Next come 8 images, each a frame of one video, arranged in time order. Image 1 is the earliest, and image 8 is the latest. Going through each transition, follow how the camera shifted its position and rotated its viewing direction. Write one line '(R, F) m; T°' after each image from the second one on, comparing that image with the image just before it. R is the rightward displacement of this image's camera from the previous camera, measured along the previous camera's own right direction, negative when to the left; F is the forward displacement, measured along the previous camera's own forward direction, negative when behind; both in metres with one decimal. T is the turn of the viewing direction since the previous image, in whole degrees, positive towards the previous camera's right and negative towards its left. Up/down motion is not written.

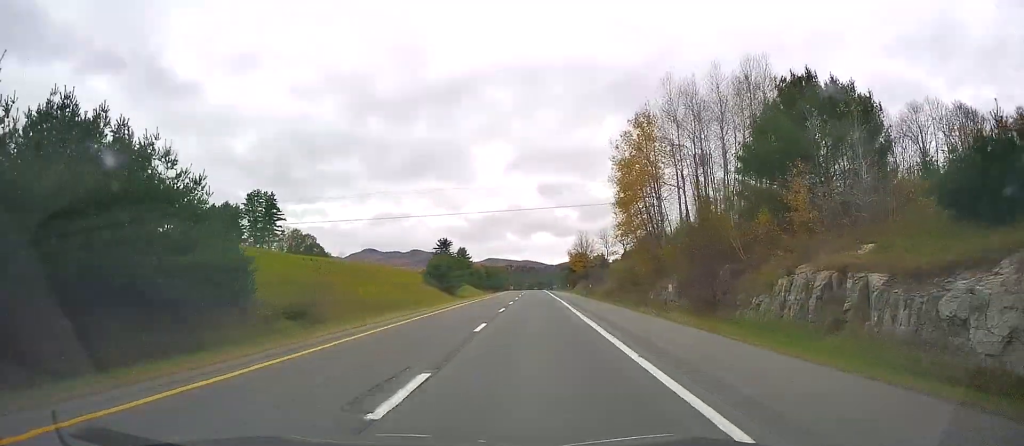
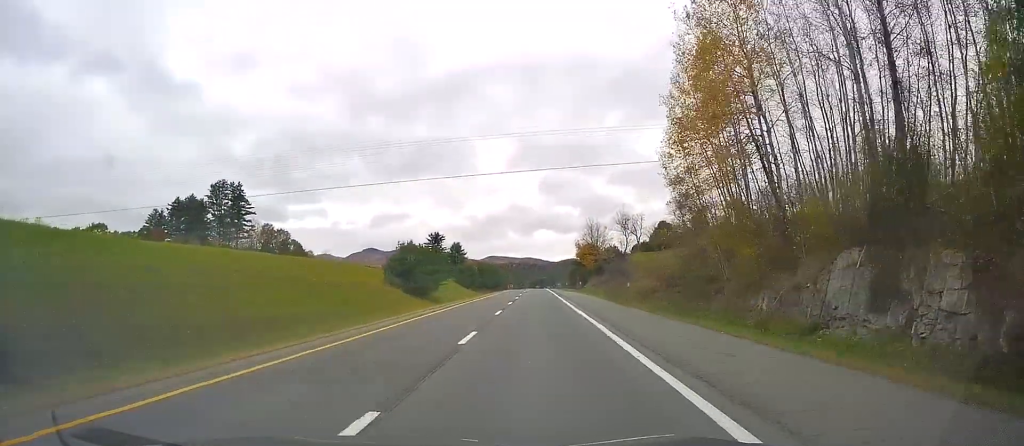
(-0.1, +26.7) m; -1°
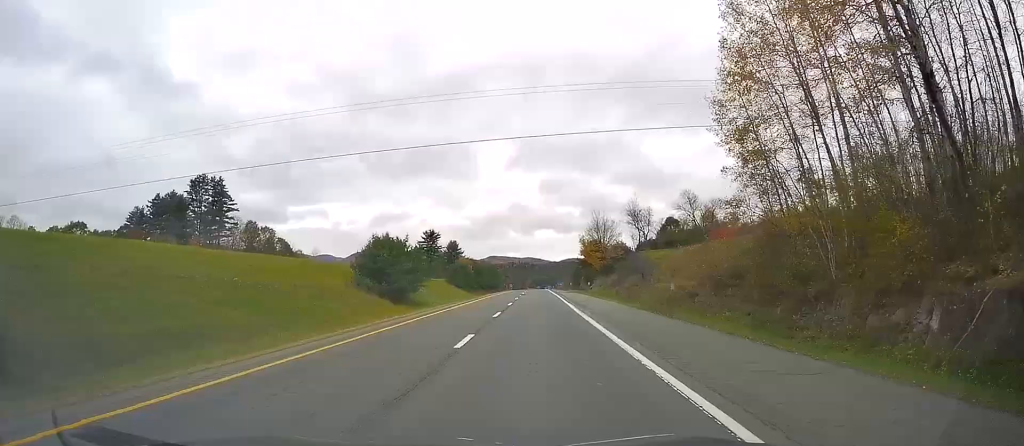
(-0.2, +12.9) m; 0°
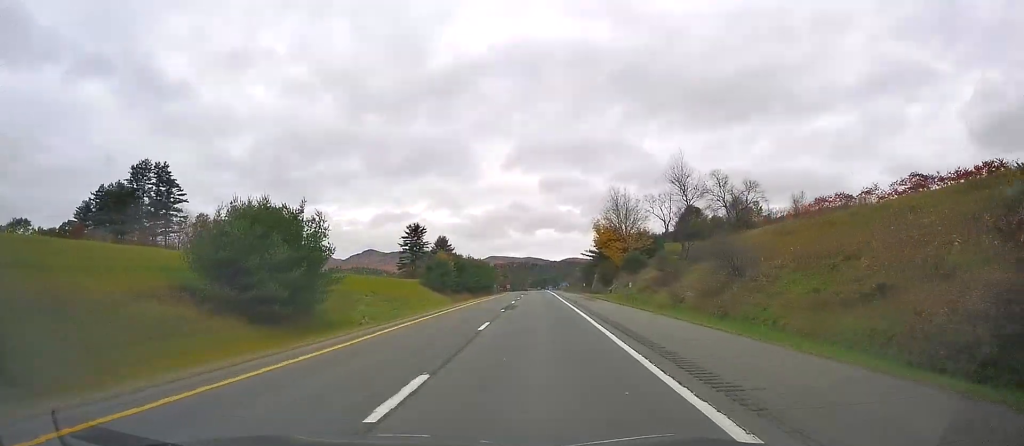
(+0.2, +30.8) m; +1°
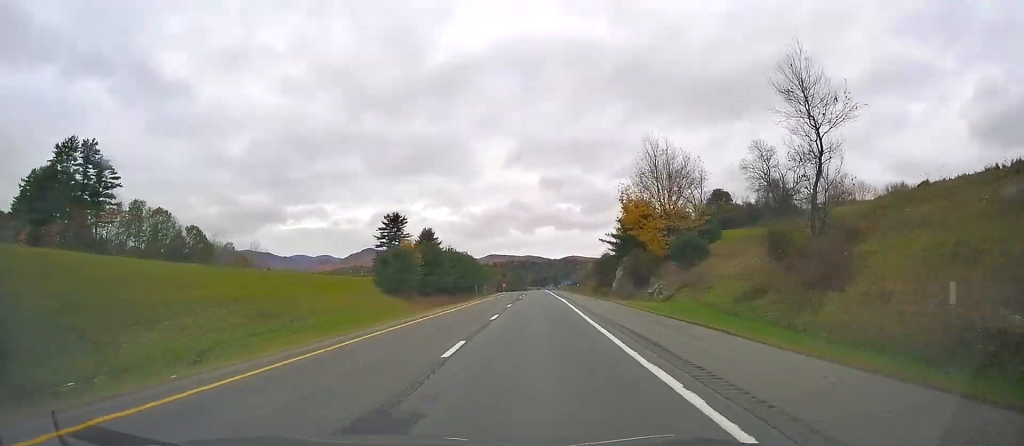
(+0.4, +30.9) m; -1°
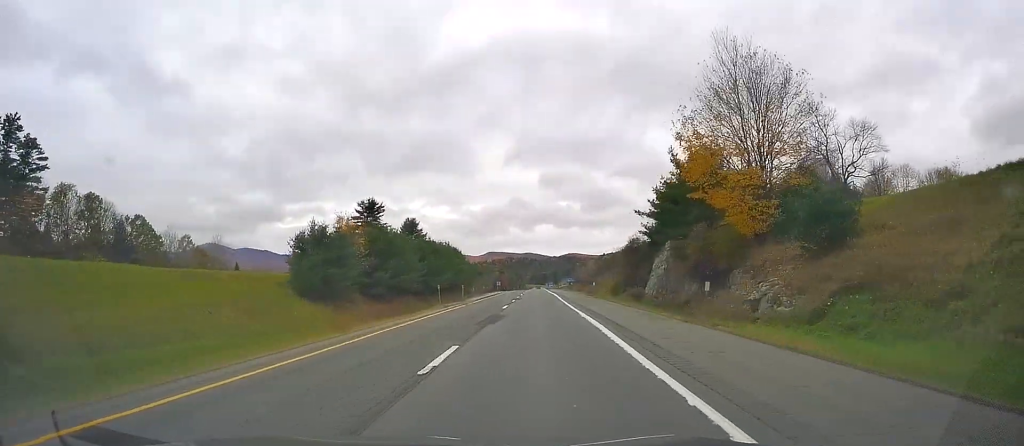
(-0.7, +26.4) m; -1°
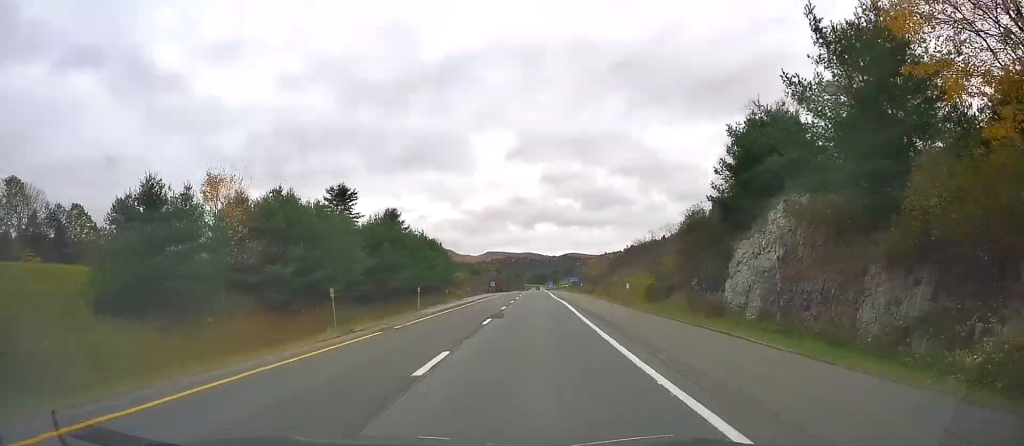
(0.0, +23.9) m; 0°
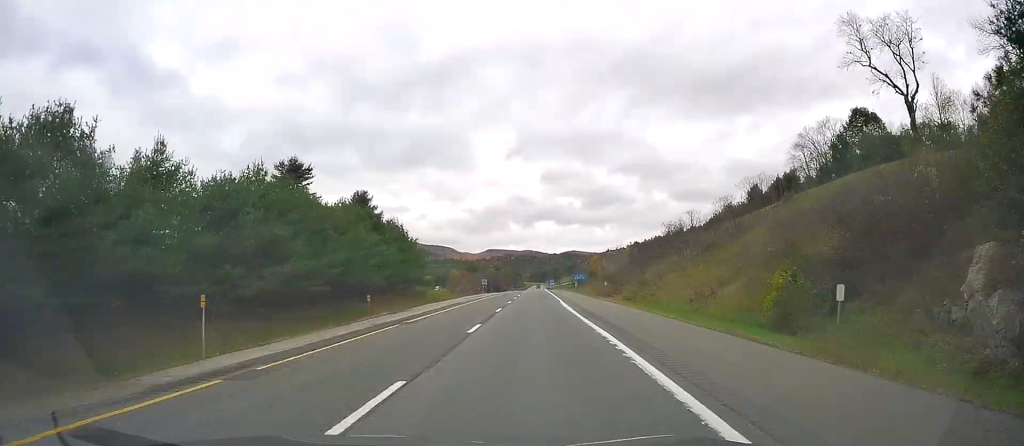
(+0.3, +27.9) m; +1°
